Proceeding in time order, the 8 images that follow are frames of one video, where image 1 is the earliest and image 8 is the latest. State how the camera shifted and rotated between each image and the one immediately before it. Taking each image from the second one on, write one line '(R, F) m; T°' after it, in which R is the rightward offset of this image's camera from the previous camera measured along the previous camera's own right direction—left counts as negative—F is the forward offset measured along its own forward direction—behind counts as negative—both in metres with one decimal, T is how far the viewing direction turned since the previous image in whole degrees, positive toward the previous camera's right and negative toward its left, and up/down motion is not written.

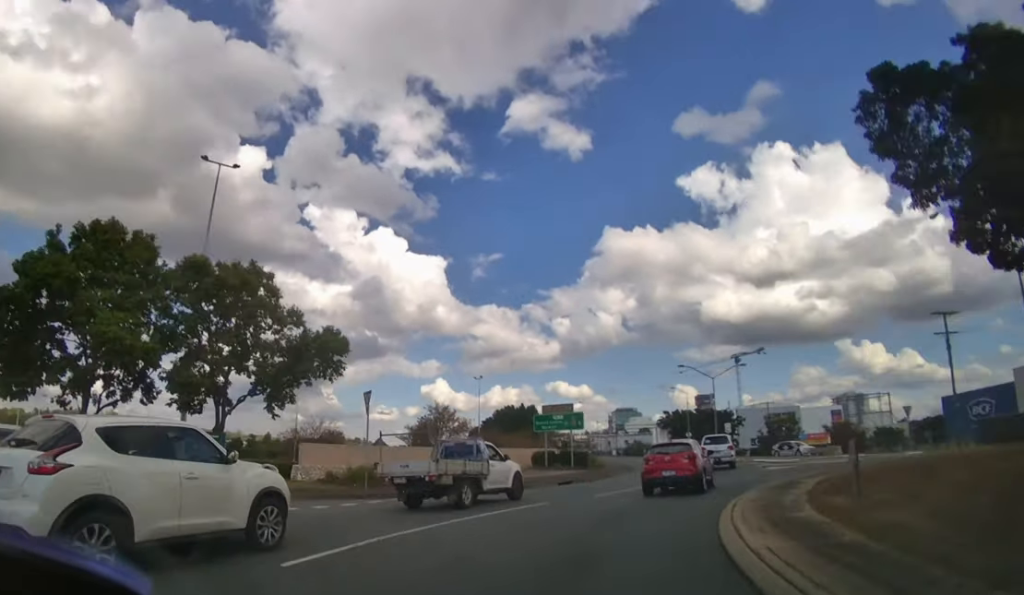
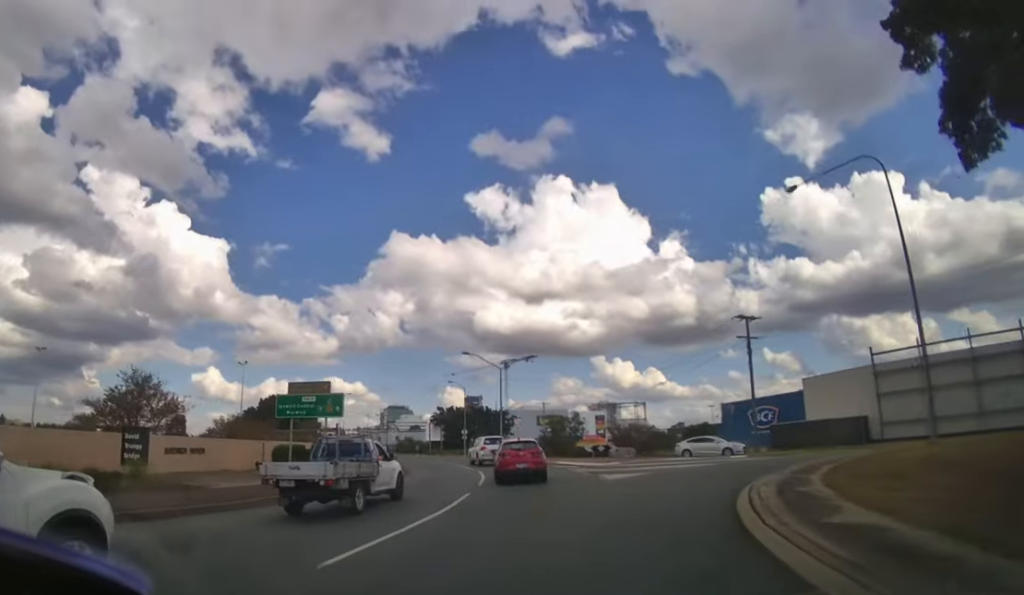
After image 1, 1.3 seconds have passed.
(+1.9, +9.6) m; +20°
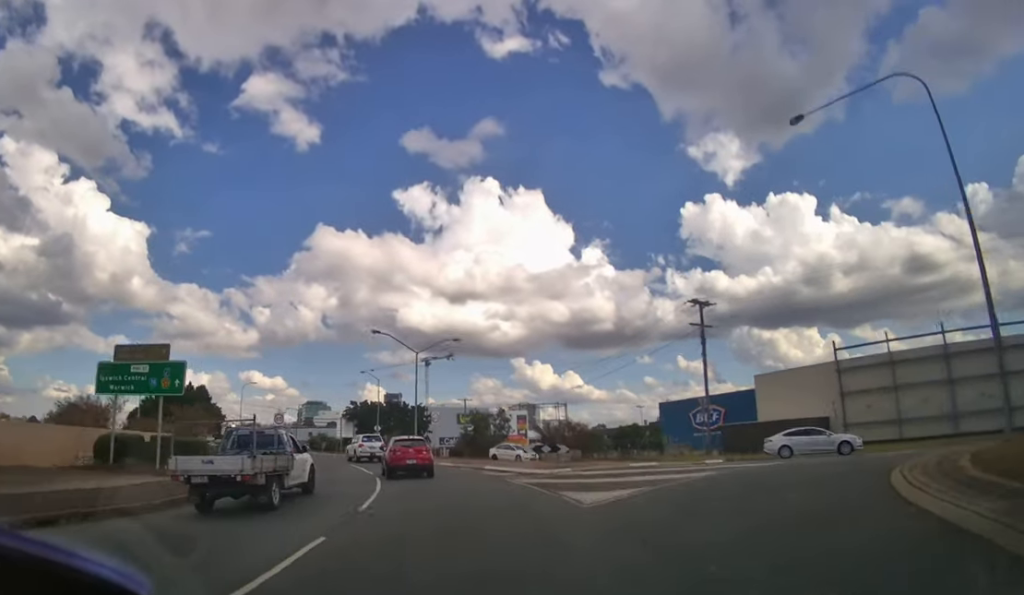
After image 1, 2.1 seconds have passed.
(+0.6, +6.4) m; +6°
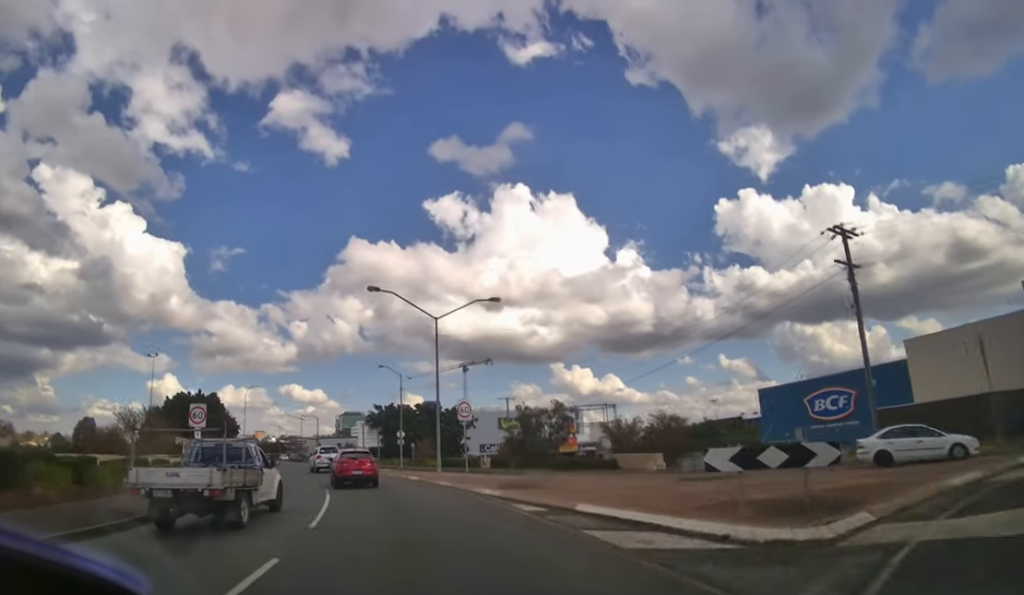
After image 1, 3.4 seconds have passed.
(+0.4, +10.1) m; 0°
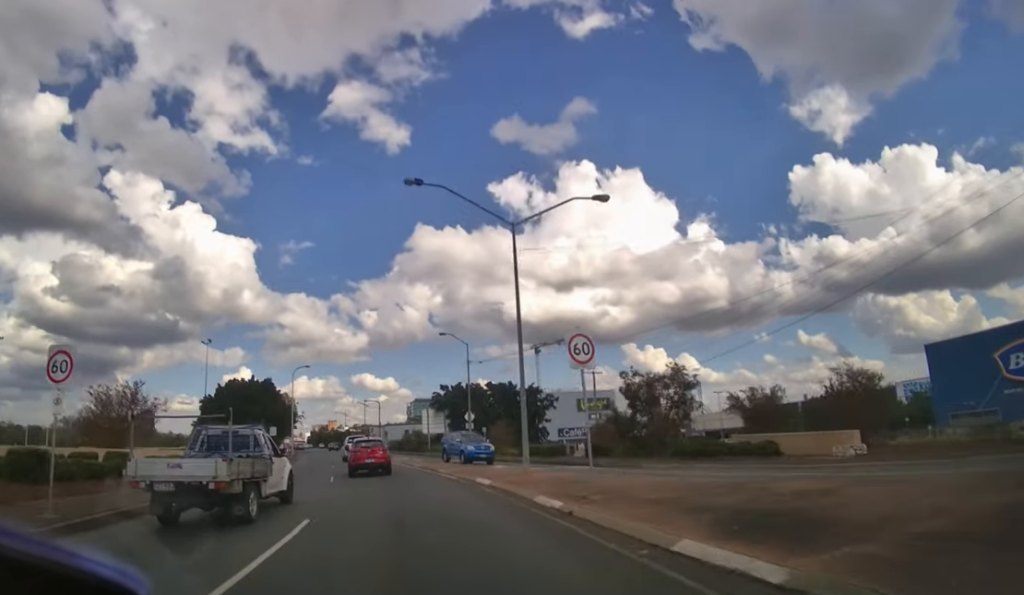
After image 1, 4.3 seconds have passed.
(-0.3, +8.9) m; -5°
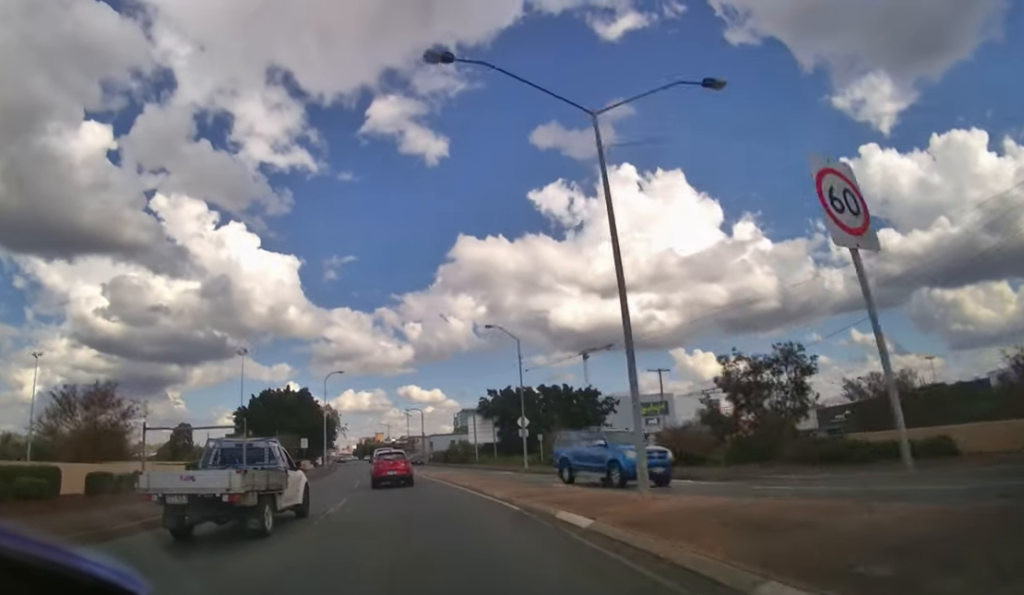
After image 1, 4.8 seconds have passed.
(-0.2, +5.9) m; -4°
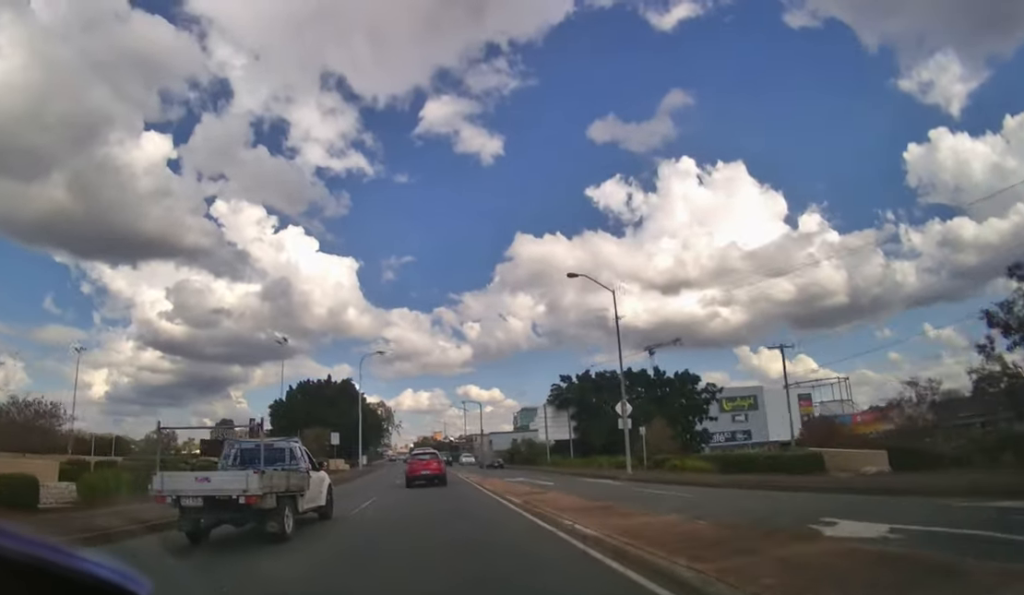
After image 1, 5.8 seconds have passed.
(-0.7, +11.6) m; -7°
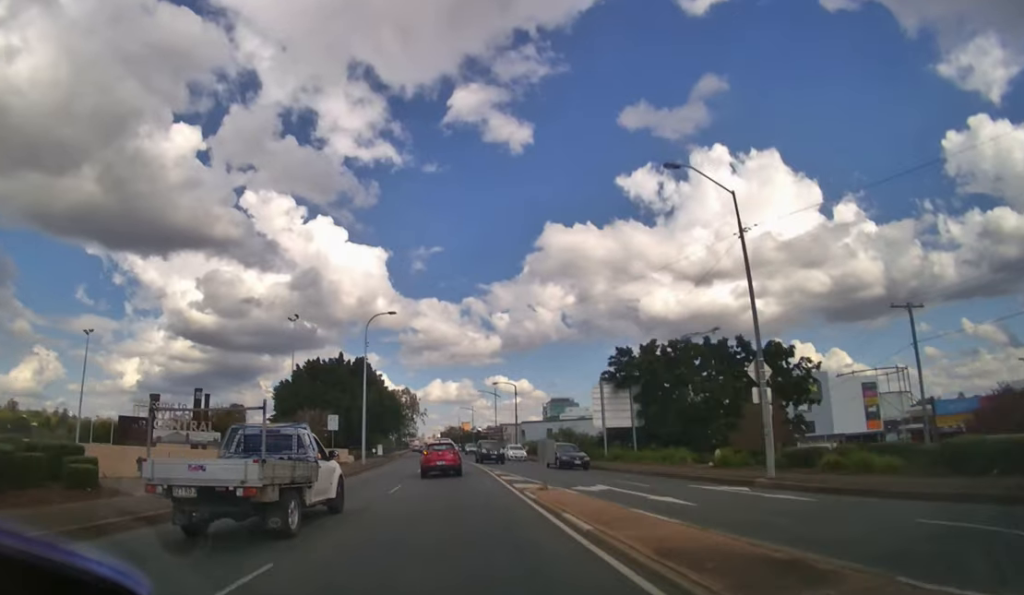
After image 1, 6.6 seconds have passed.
(-0.5, +11.0) m; -5°
